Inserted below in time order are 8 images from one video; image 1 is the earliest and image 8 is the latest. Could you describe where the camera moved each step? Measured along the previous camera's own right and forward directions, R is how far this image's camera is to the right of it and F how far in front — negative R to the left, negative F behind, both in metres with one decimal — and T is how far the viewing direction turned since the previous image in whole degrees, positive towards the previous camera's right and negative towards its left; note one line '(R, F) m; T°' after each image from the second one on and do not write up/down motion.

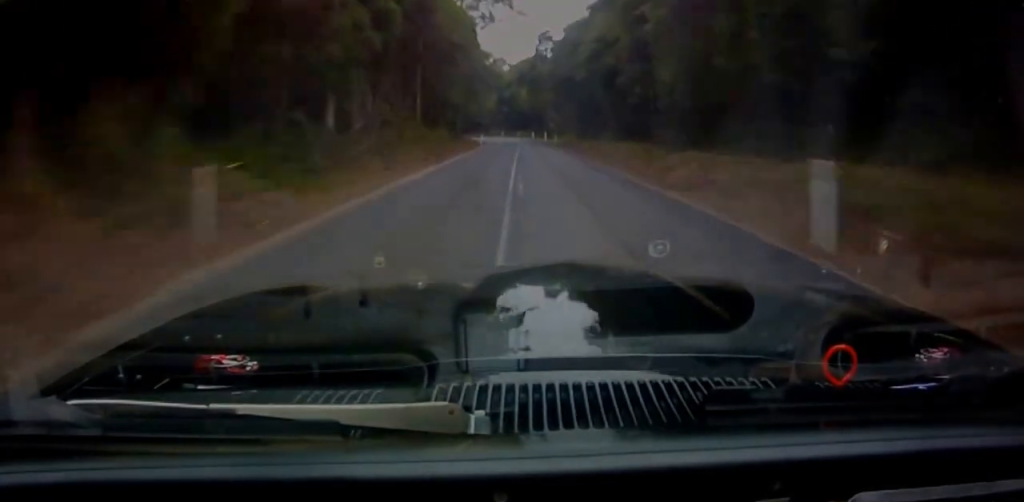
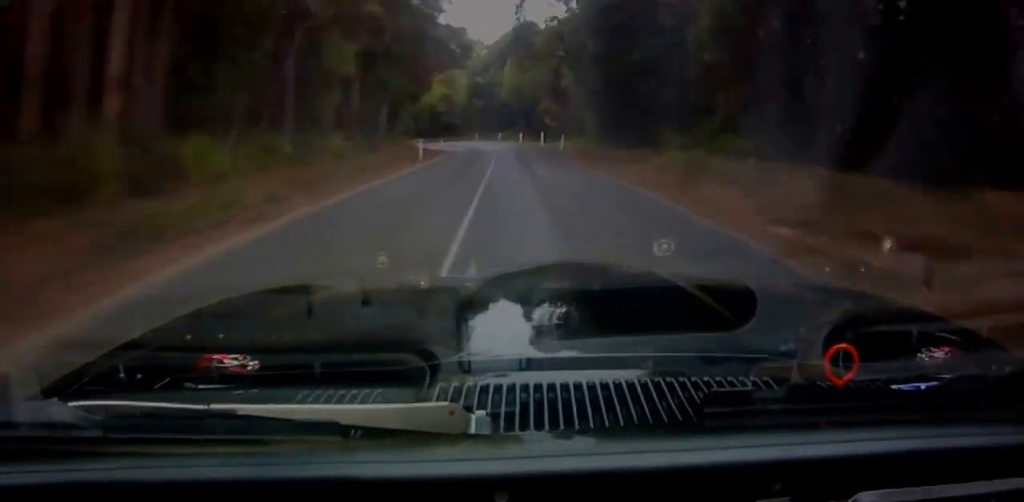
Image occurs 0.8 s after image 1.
(-0.1, +36.5) m; -1°
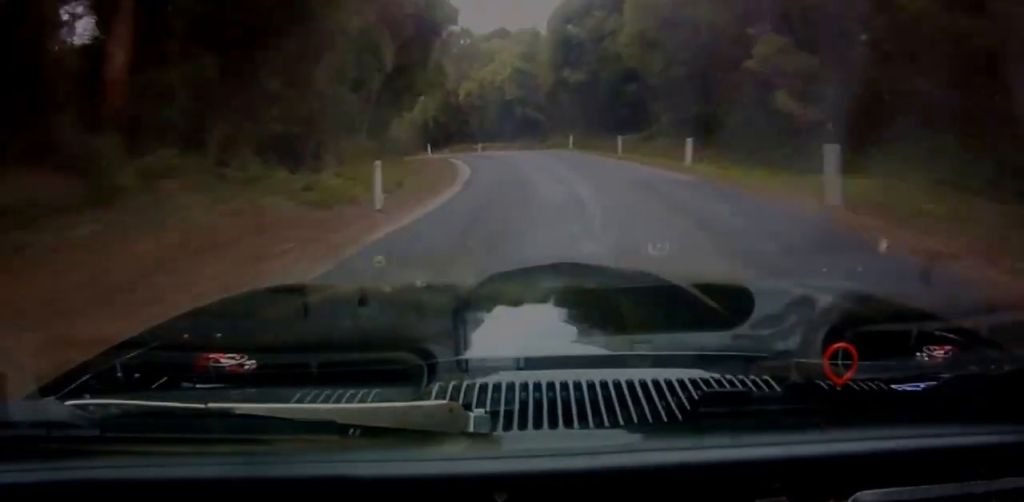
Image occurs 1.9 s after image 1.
(-1.5, +45.4) m; -5°
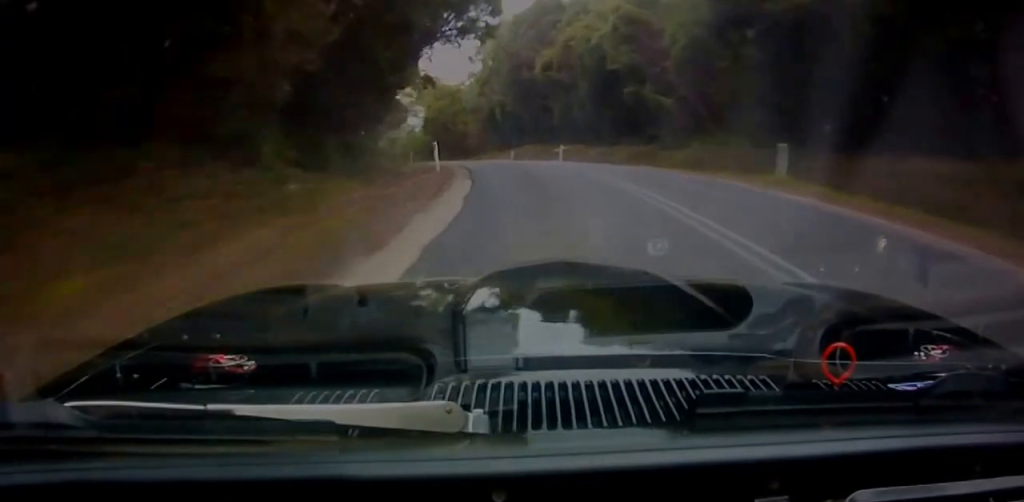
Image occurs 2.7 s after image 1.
(-0.5, +26.9) m; -7°
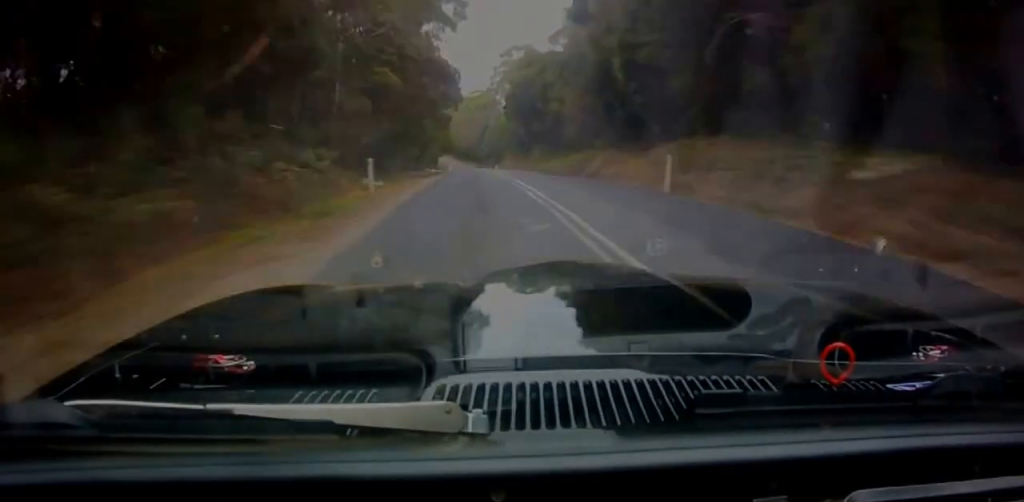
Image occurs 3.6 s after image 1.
(-3.6, +32.4) m; -12°
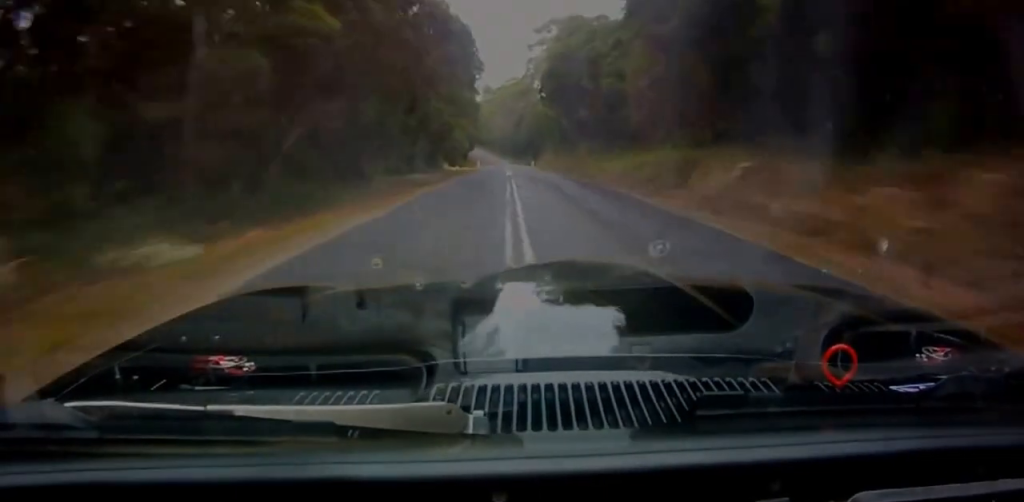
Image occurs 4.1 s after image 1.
(-1.4, +17.0) m; -4°
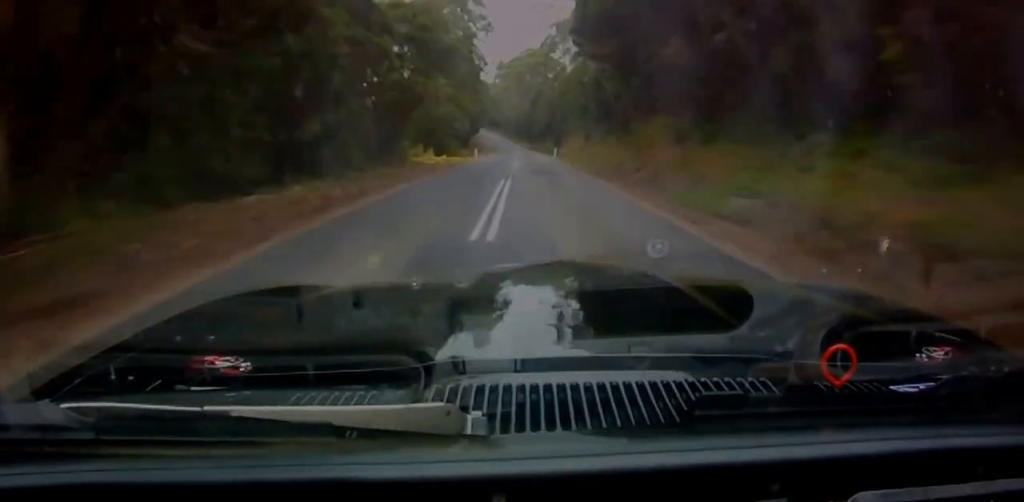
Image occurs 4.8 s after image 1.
(-1.9, +27.7) m; -5°
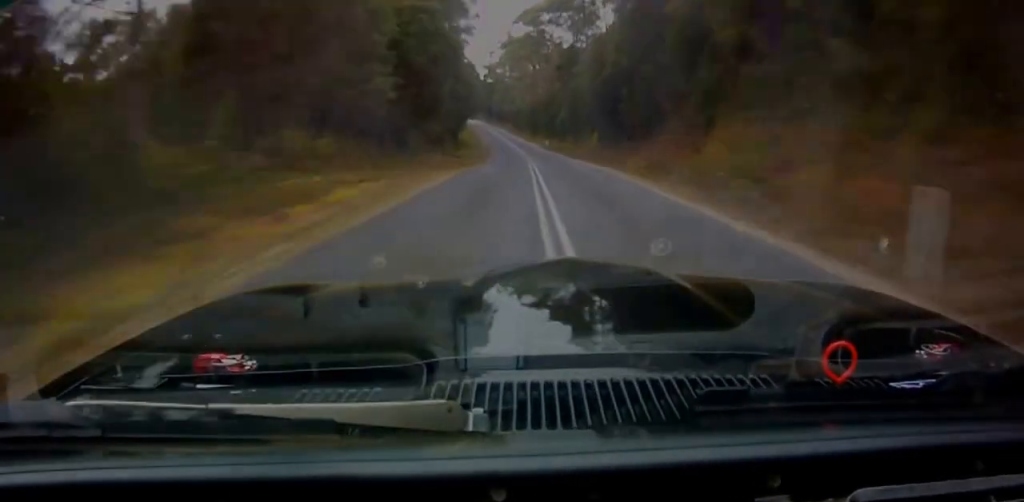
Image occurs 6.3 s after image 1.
(-1.4, +66.1) m; -1°
